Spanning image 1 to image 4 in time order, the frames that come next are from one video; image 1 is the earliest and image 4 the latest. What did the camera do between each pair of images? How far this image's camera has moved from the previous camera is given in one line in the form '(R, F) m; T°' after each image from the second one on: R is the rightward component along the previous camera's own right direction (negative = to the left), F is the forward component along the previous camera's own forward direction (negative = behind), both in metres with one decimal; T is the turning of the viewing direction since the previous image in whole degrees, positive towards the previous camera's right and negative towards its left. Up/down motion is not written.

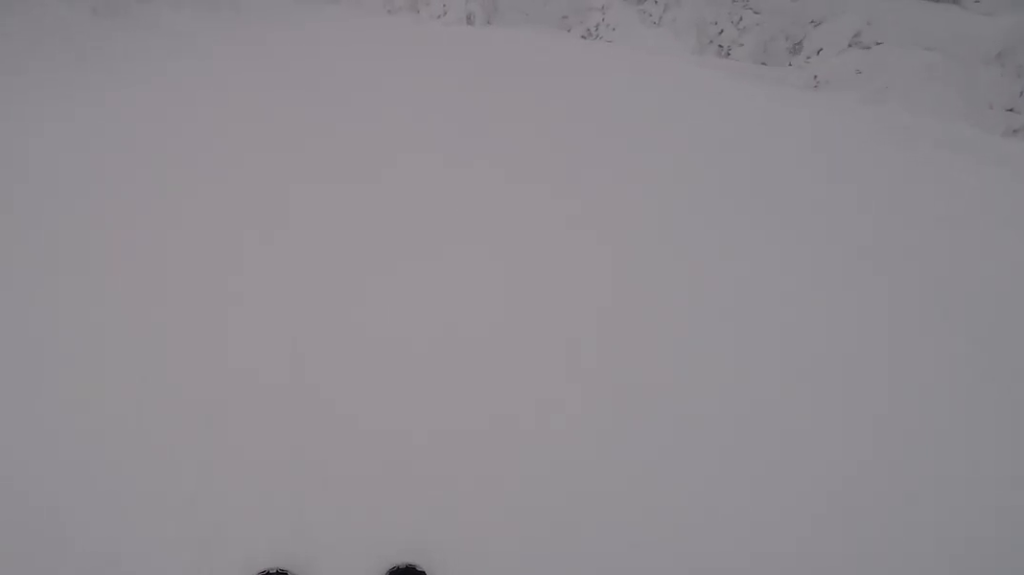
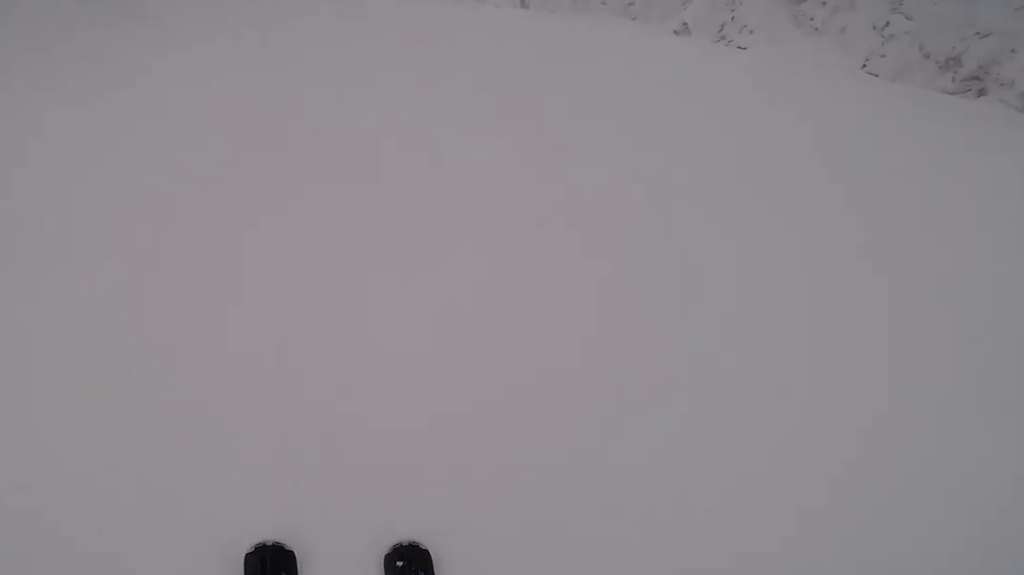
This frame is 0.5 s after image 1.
(0.0, +5.5) m; 0°
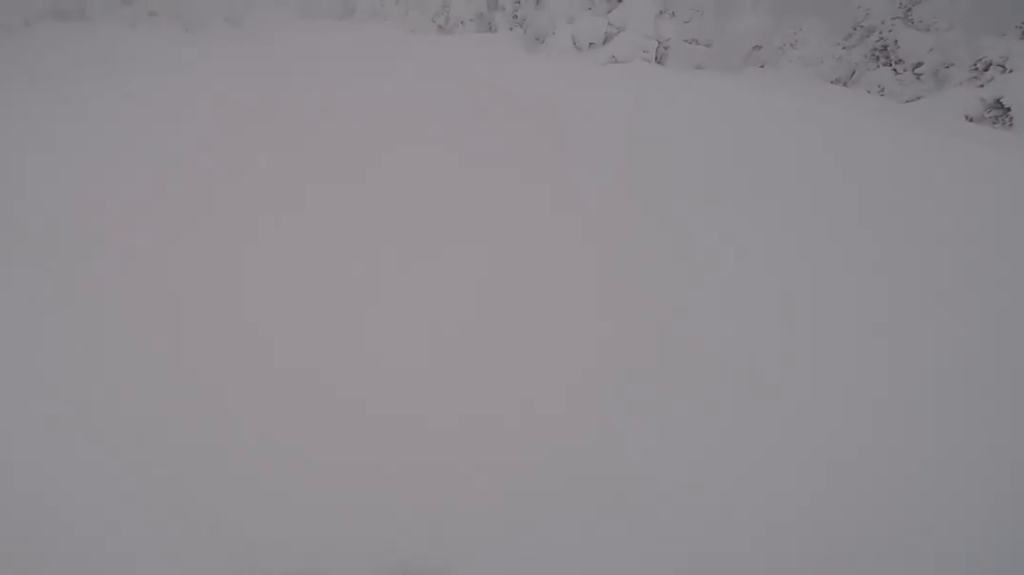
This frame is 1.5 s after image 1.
(+0.1, +11.8) m; +2°
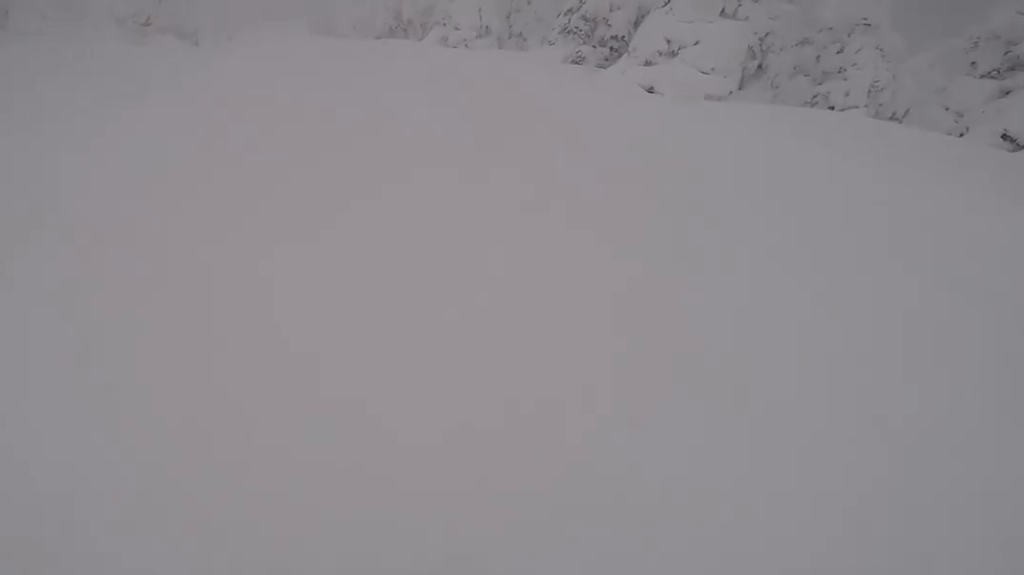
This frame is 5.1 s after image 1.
(-1.1, +43.2) m; -3°
